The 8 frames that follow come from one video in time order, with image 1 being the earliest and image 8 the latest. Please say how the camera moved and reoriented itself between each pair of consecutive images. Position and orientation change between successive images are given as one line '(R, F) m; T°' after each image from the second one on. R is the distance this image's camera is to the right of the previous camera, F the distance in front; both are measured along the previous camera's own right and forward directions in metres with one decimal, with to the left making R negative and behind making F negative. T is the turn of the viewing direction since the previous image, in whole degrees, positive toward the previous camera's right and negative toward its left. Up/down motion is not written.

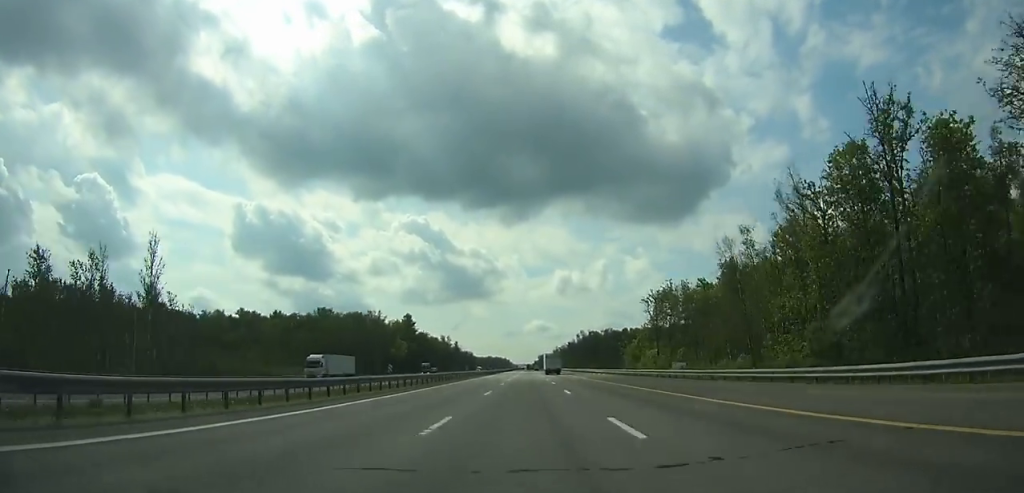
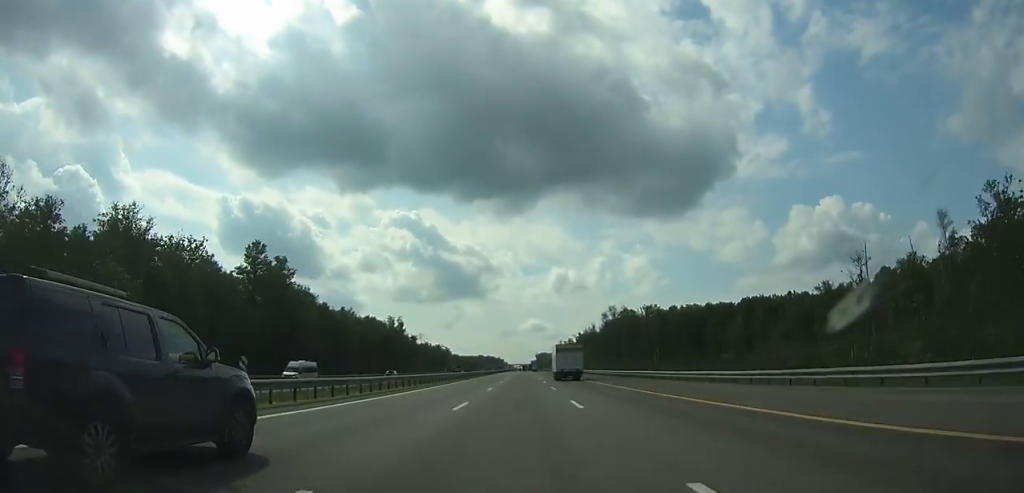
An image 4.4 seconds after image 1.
(+0.2, +135.1) m; 0°
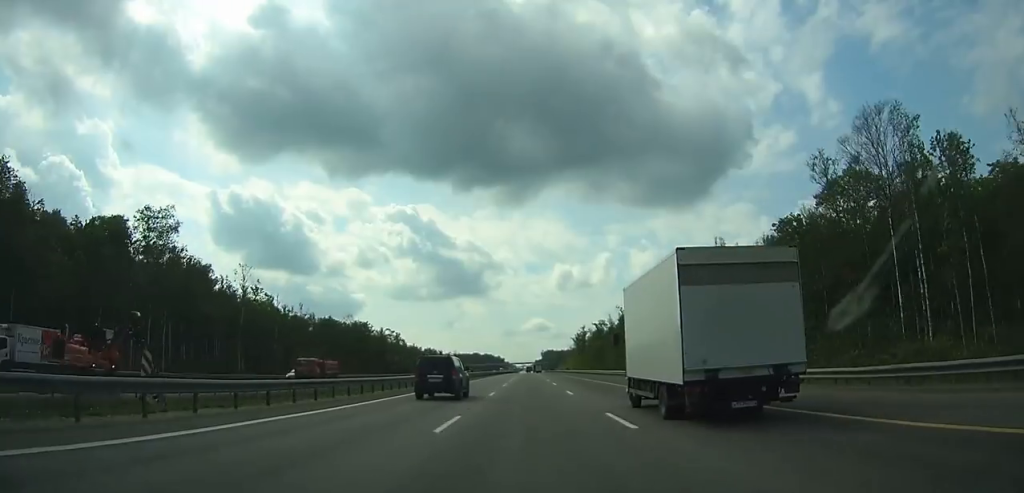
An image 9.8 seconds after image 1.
(-0.5, +158.4) m; 0°
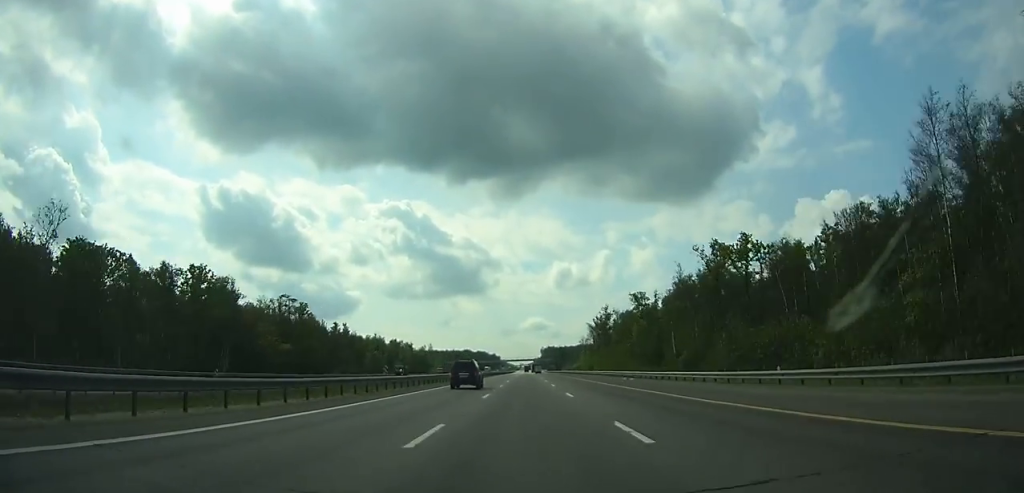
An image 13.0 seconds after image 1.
(+0.1, +96.2) m; 0°
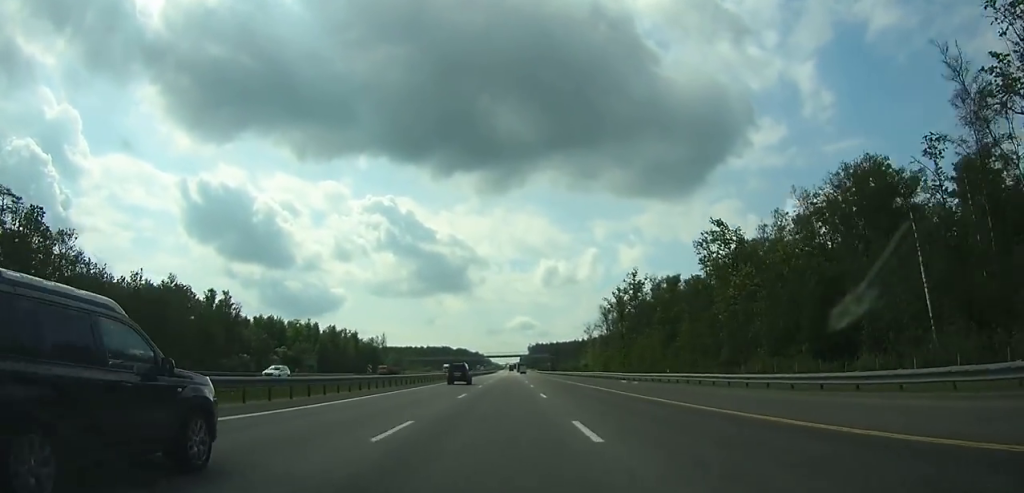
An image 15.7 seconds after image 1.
(+0.4, +79.7) m; +1°
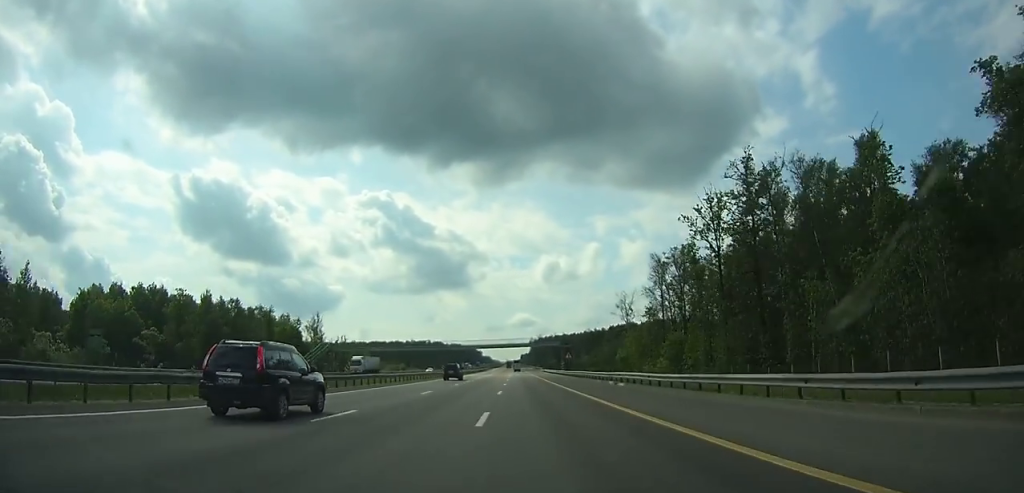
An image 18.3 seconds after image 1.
(+0.5, +74.8) m; 0°
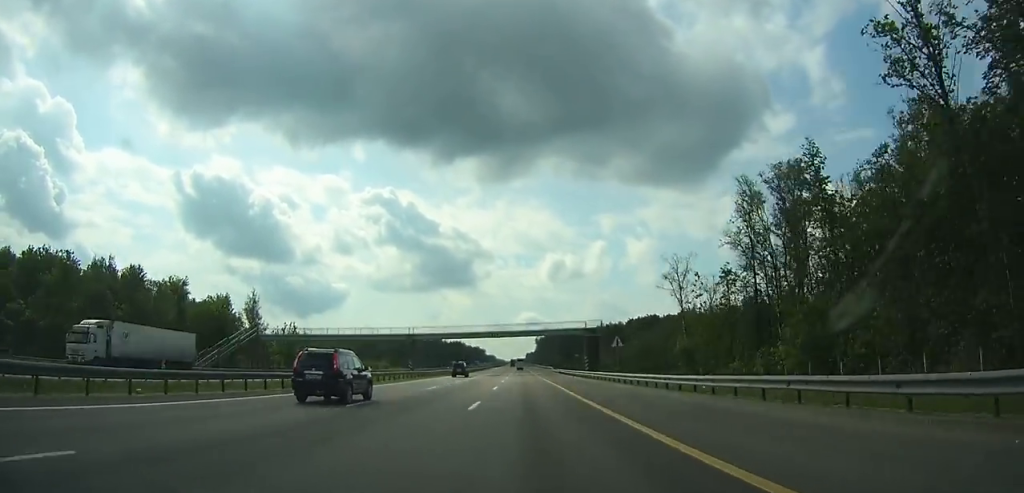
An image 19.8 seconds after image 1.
(0.0, +43.4) m; 0°
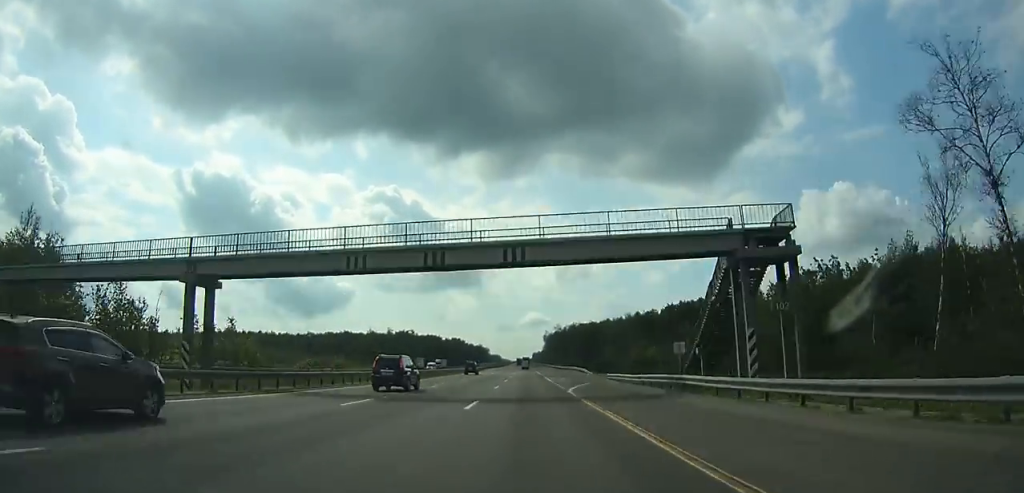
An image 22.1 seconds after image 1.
(-0.4, +67.4) m; 0°
